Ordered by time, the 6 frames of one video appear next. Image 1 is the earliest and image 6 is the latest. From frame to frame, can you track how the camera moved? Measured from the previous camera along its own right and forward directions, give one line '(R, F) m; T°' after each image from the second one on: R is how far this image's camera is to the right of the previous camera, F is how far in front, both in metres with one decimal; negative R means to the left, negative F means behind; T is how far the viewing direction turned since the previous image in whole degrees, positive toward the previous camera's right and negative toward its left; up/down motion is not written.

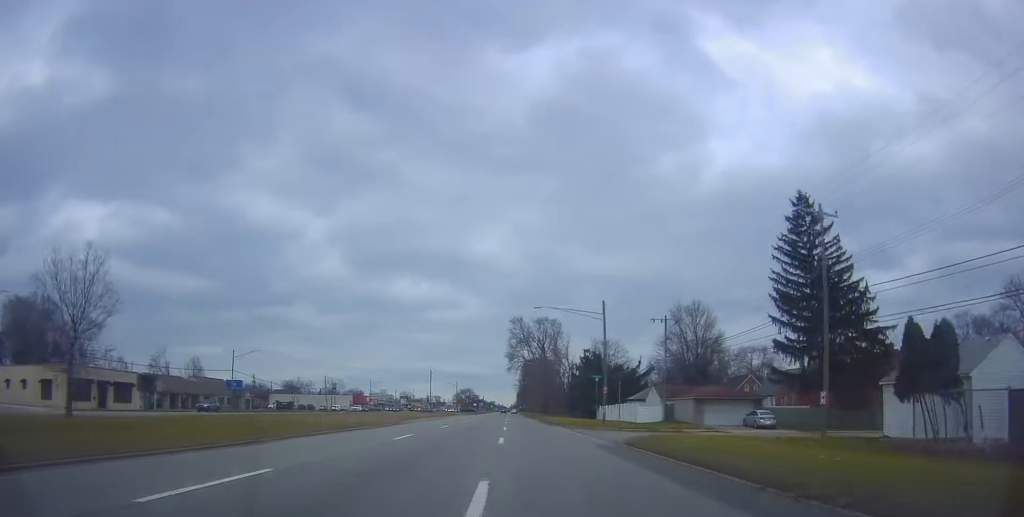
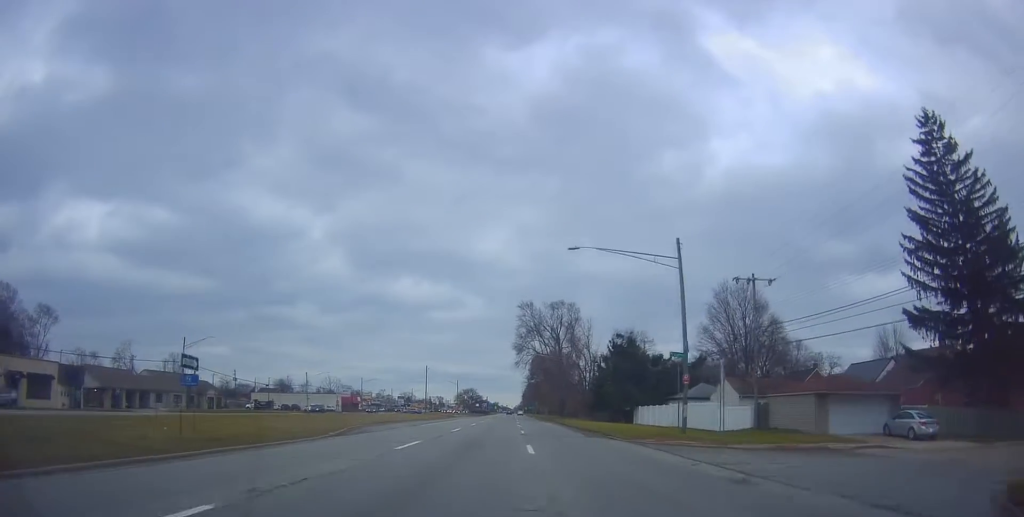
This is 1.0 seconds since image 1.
(-0.2, +19.8) m; 0°
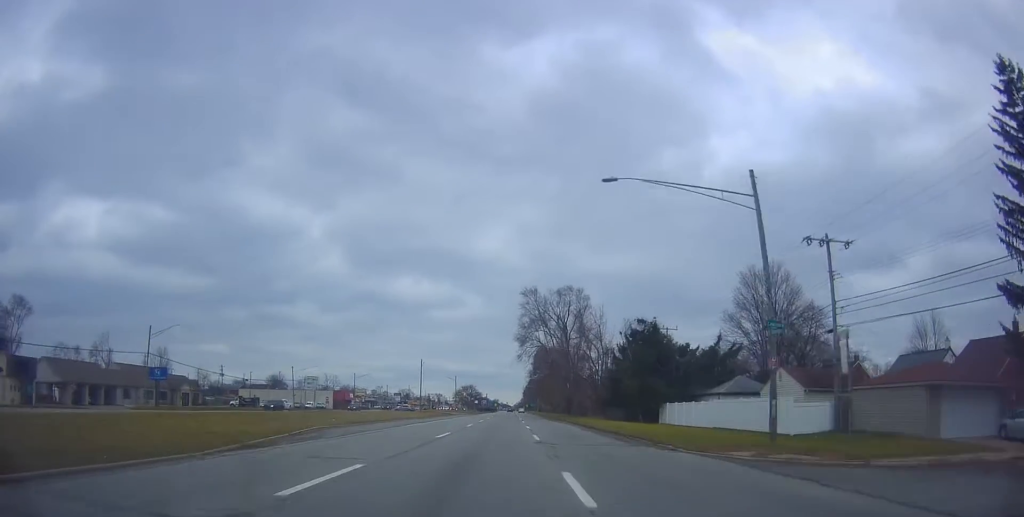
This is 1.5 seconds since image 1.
(-0.1, +9.9) m; +1°
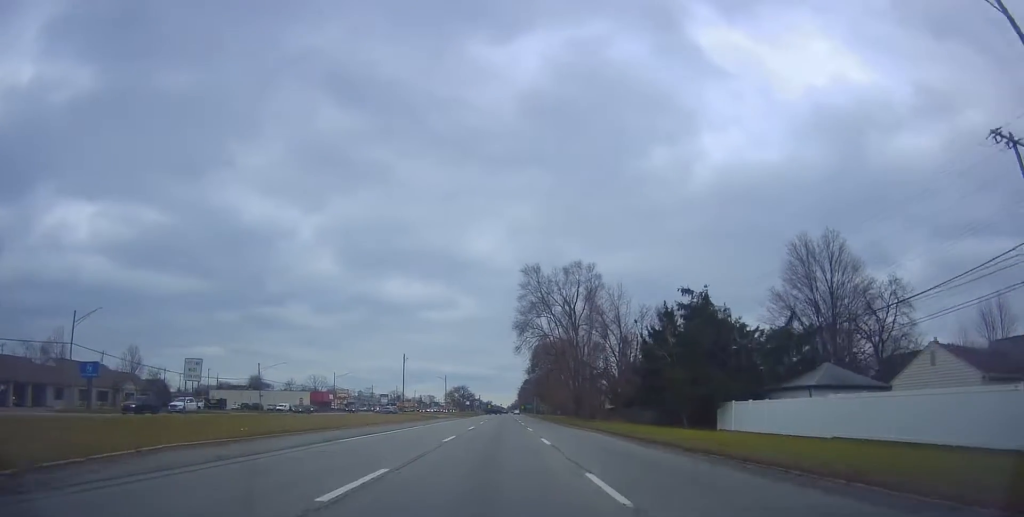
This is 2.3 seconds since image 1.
(+0.3, +16.0) m; +2°
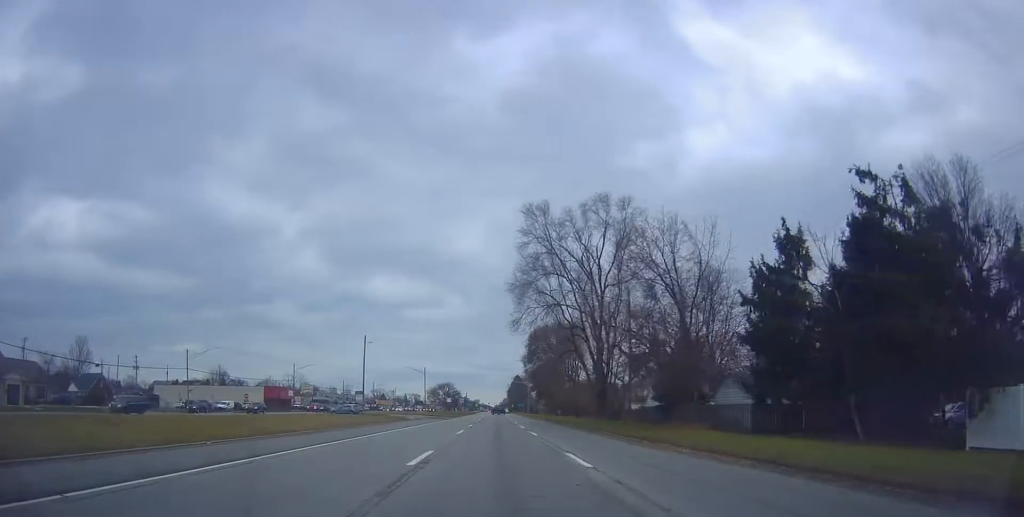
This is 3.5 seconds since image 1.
(+0.4, +24.9) m; -1°
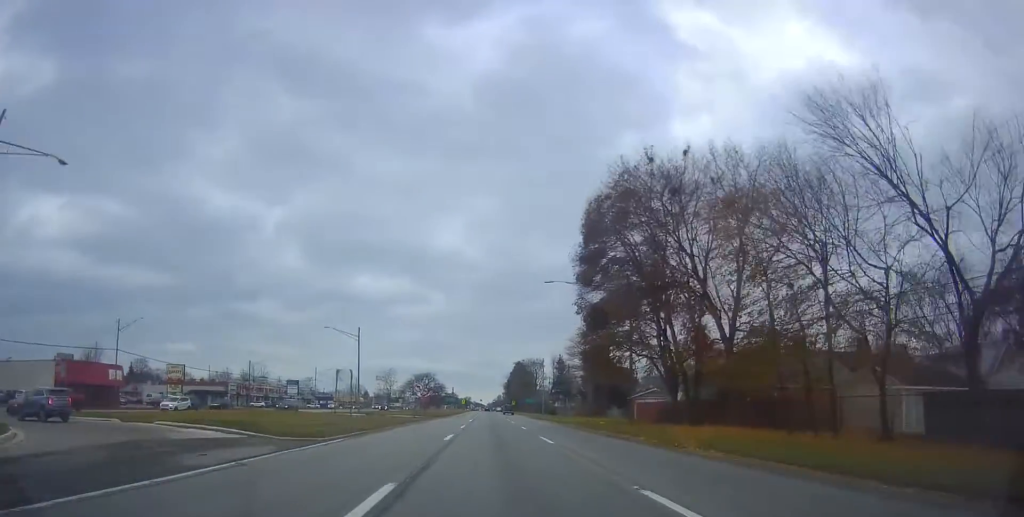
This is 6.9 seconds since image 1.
(-0.4, +68.7) m; +1°
